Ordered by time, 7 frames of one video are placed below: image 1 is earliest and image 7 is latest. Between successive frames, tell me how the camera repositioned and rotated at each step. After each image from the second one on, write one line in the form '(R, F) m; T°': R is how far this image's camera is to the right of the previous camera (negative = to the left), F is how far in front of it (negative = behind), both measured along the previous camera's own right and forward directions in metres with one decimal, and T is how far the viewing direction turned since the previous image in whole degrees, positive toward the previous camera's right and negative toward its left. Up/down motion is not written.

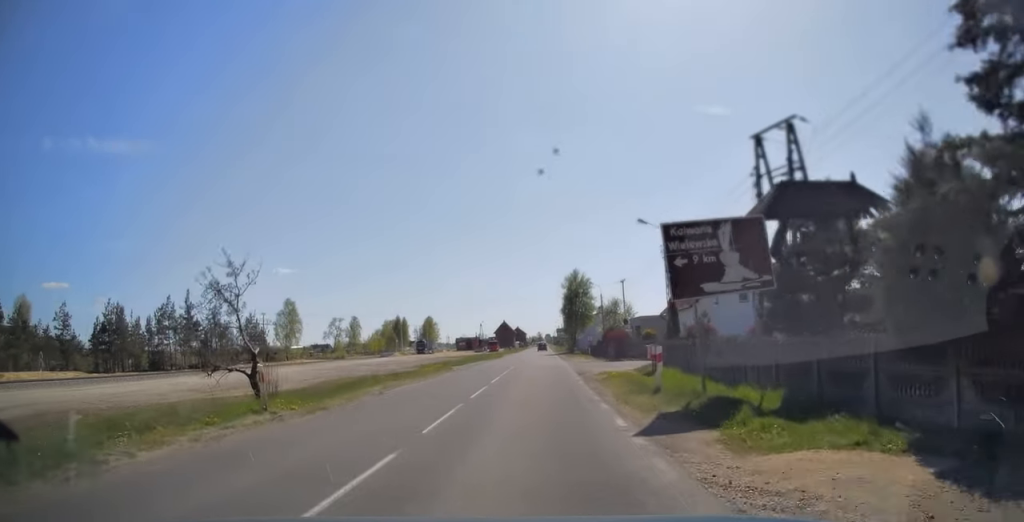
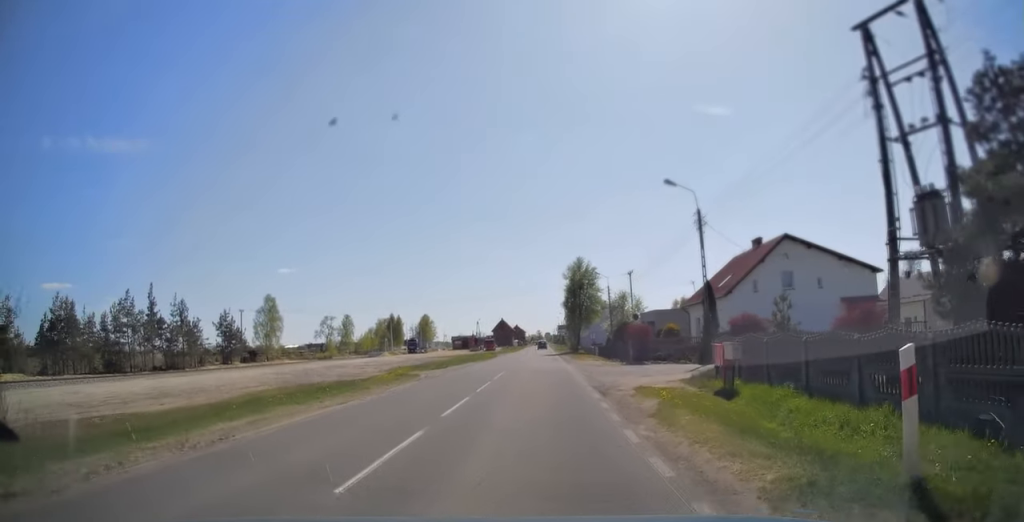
(0.0, +9.7) m; 0°
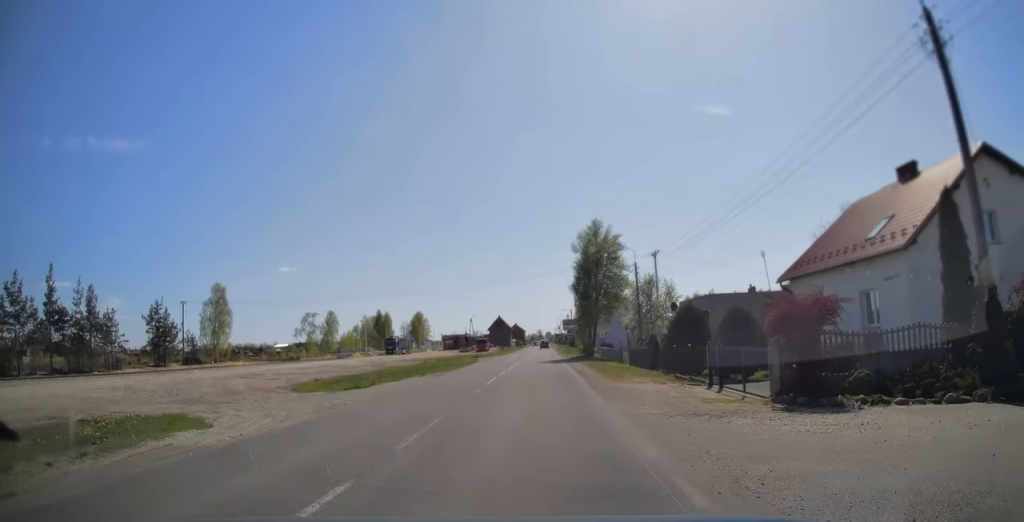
(+0.1, +21.1) m; -1°
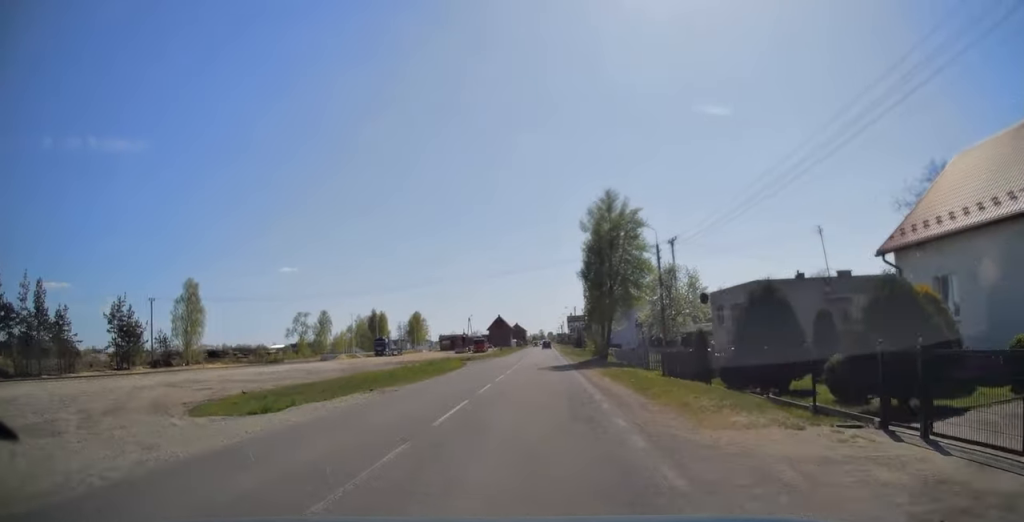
(-0.2, +9.5) m; 0°
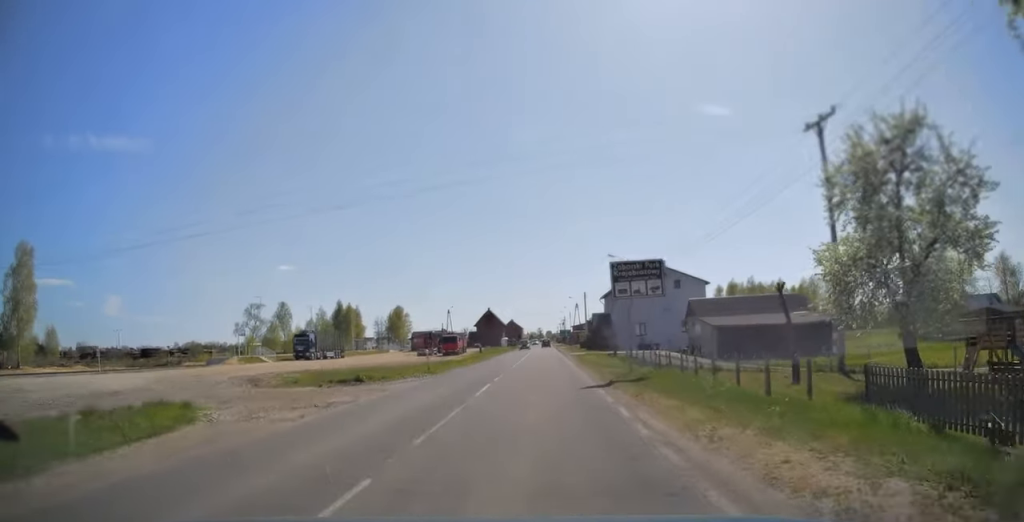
(+0.1, +37.5) m; 0°
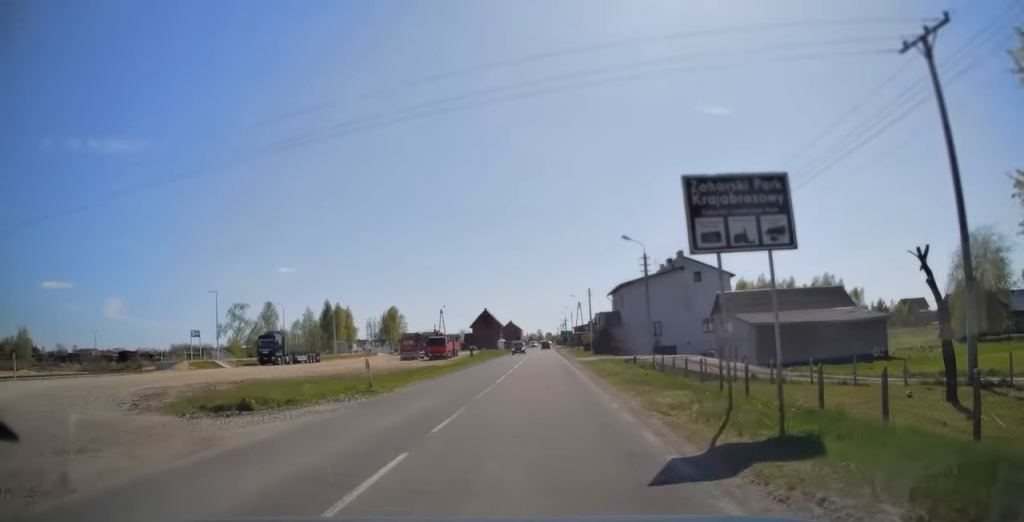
(0.0, +10.3) m; 0°
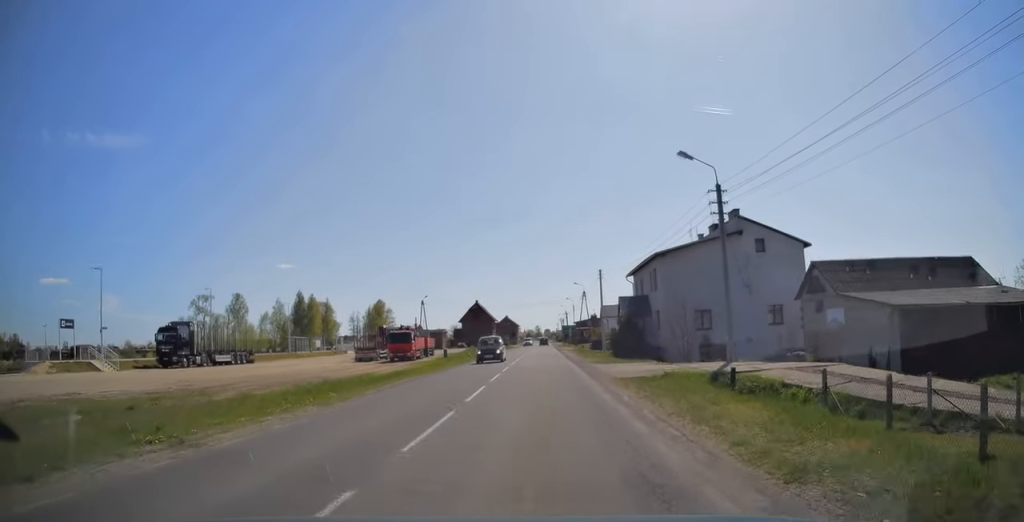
(+0.1, +19.6) m; 0°
